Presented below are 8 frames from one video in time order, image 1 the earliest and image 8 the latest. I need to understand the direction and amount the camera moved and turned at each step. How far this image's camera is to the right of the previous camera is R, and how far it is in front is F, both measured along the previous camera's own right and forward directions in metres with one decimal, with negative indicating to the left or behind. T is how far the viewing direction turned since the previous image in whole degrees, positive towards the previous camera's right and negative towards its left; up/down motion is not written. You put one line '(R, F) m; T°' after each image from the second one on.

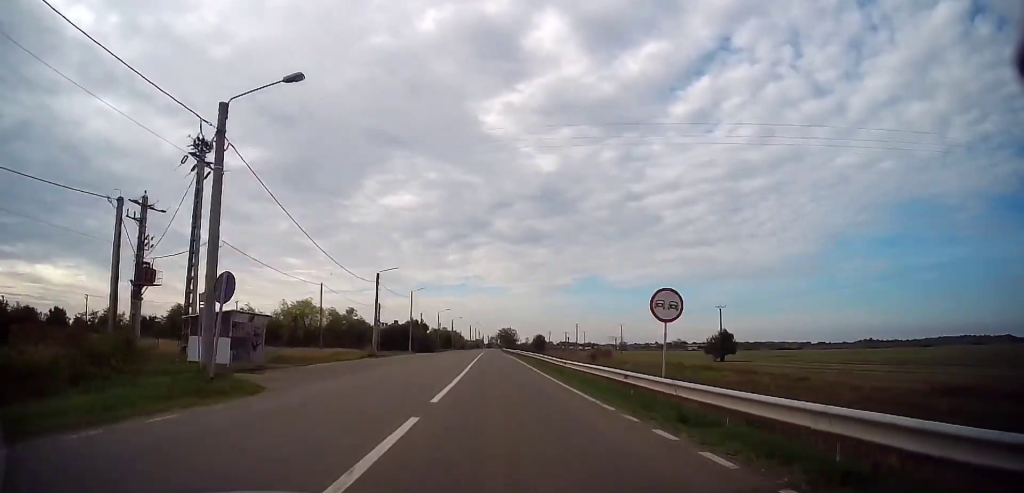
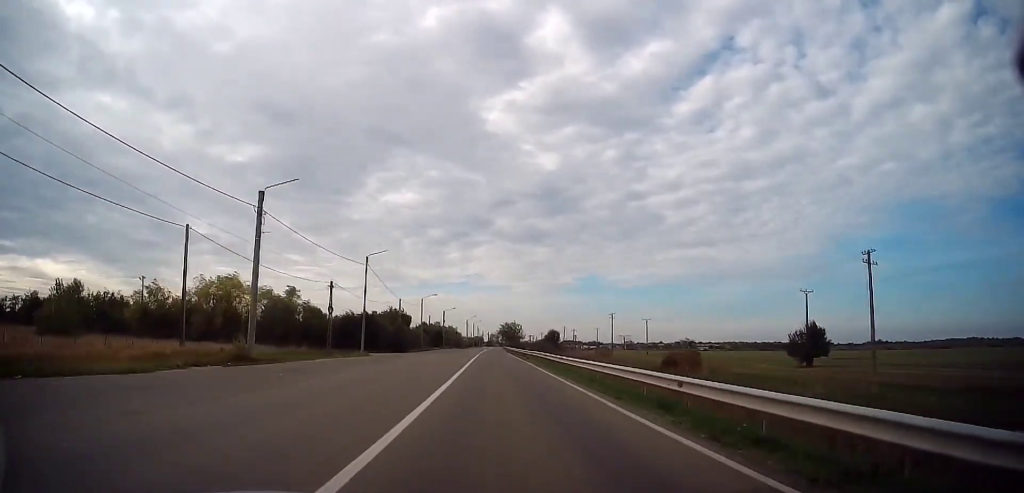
(+0.1, +27.9) m; +1°
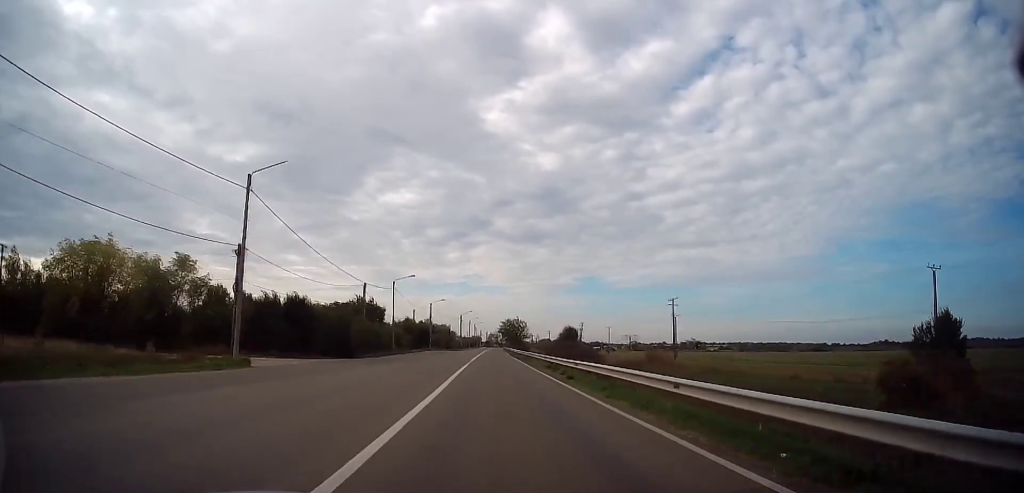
(+0.1, +23.9) m; 0°
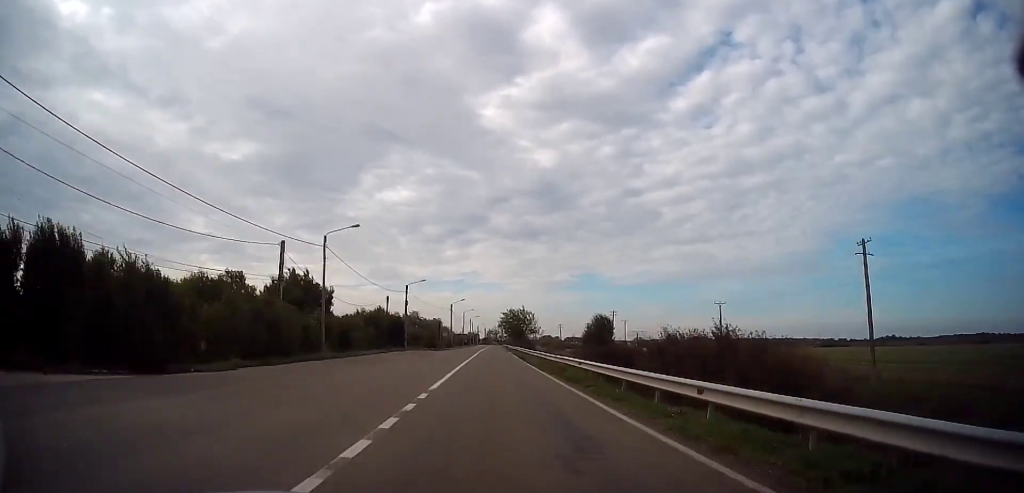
(0.0, +25.4) m; -1°
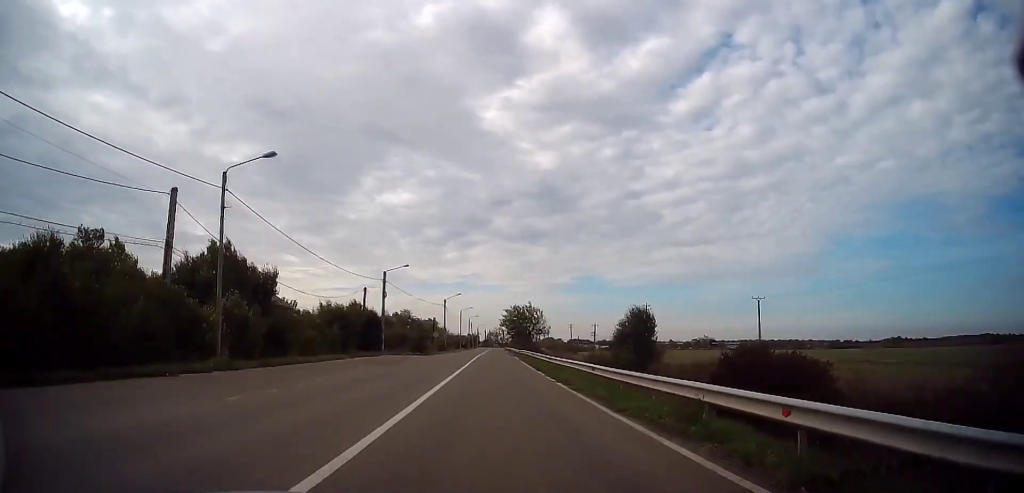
(-0.4, +14.7) m; 0°
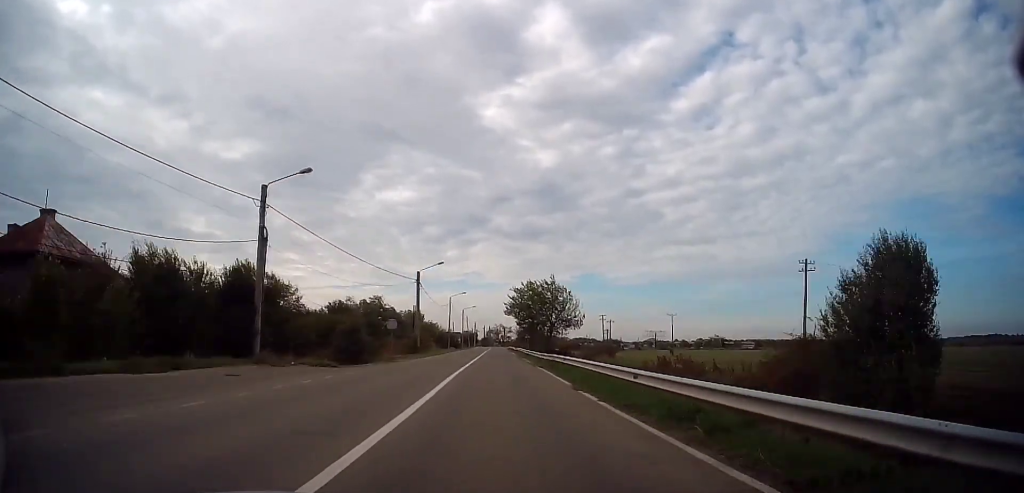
(+0.4, +29.5) m; +1°
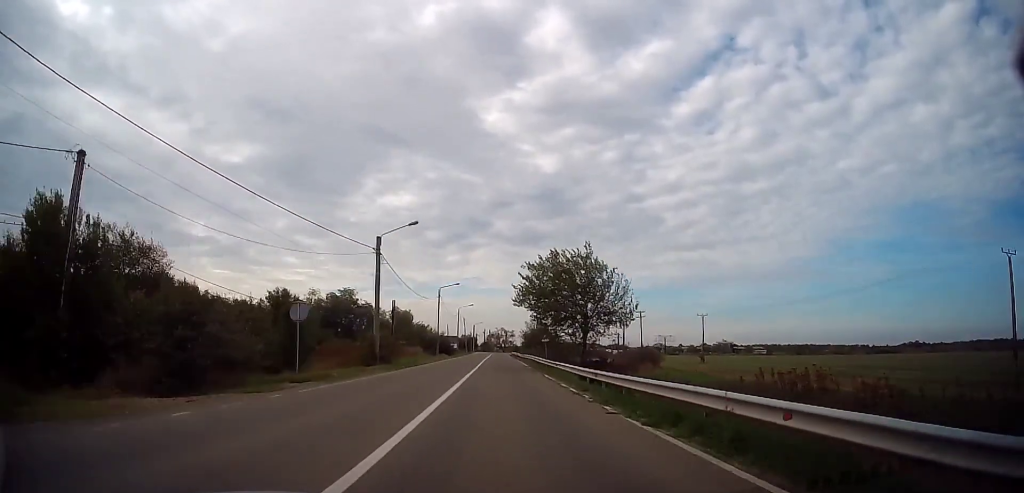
(0.0, +18.4) m; 0°
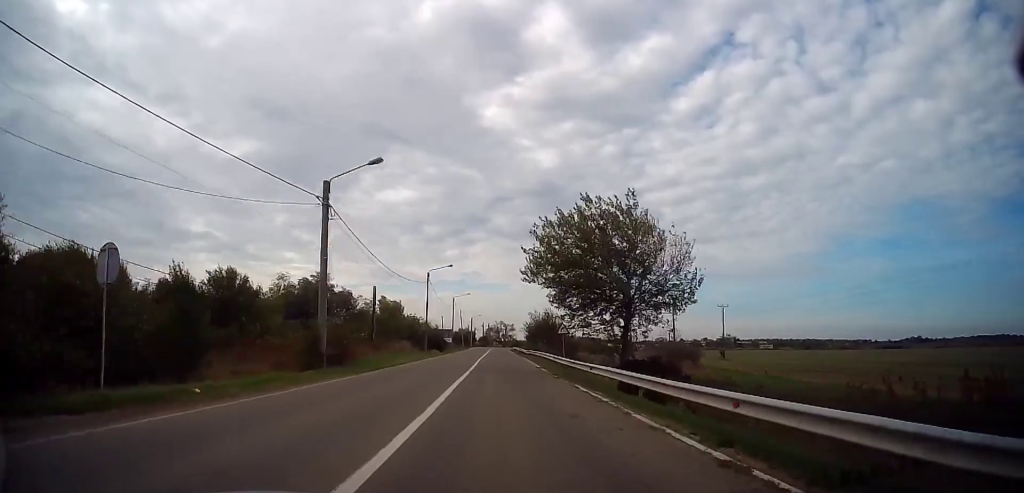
(0.0, +10.3) m; 0°
